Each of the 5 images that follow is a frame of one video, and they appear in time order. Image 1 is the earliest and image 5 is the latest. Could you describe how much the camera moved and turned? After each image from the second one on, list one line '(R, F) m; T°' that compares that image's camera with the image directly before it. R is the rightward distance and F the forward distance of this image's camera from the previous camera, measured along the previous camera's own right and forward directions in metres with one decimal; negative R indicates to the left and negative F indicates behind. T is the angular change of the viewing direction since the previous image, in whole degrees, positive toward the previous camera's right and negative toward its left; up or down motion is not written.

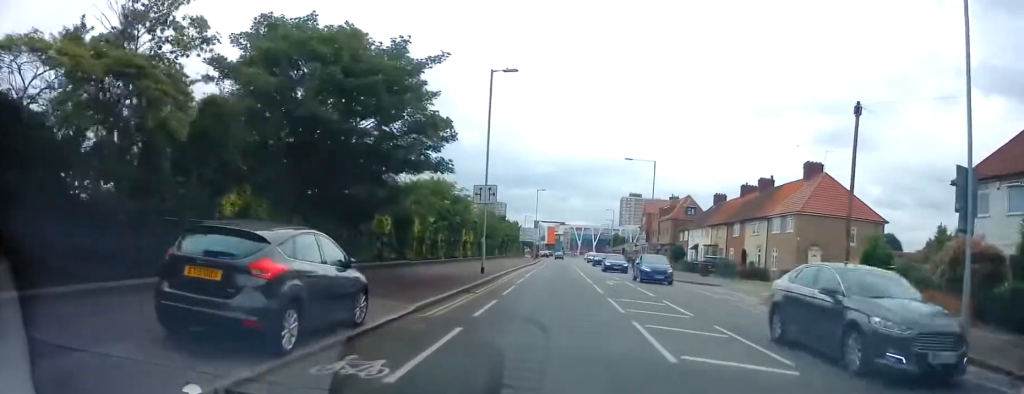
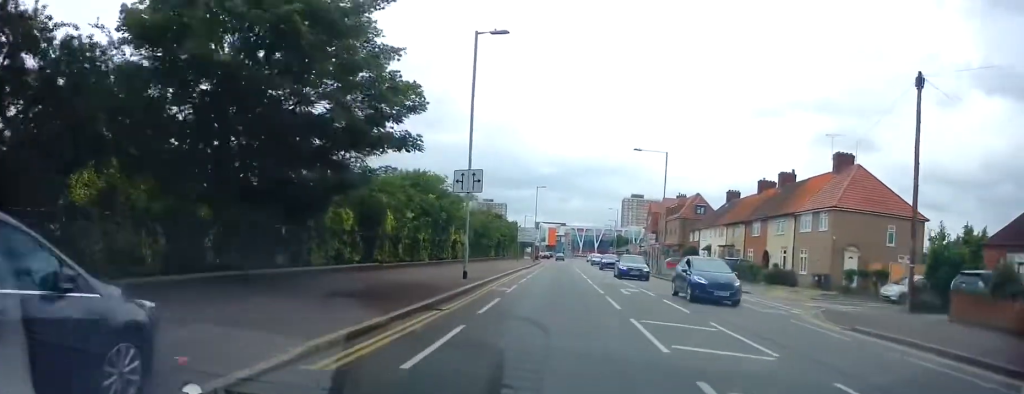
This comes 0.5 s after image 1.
(0.0, +5.5) m; 0°
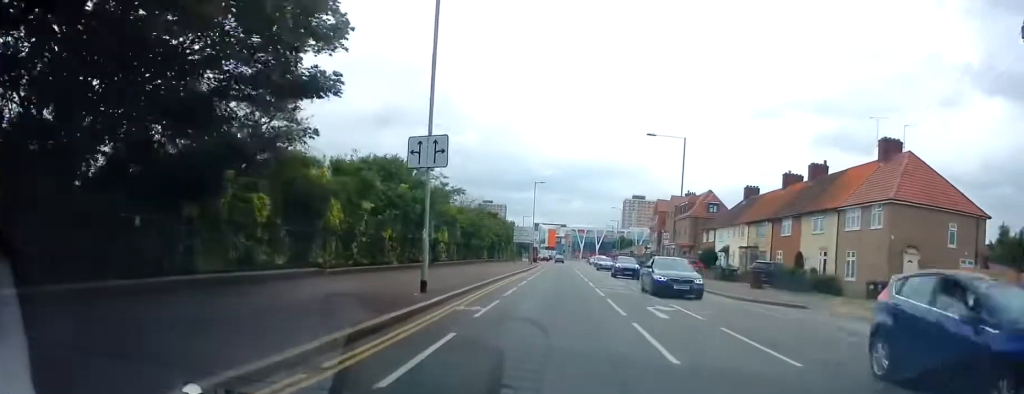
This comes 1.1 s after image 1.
(0.0, +7.0) m; 0°
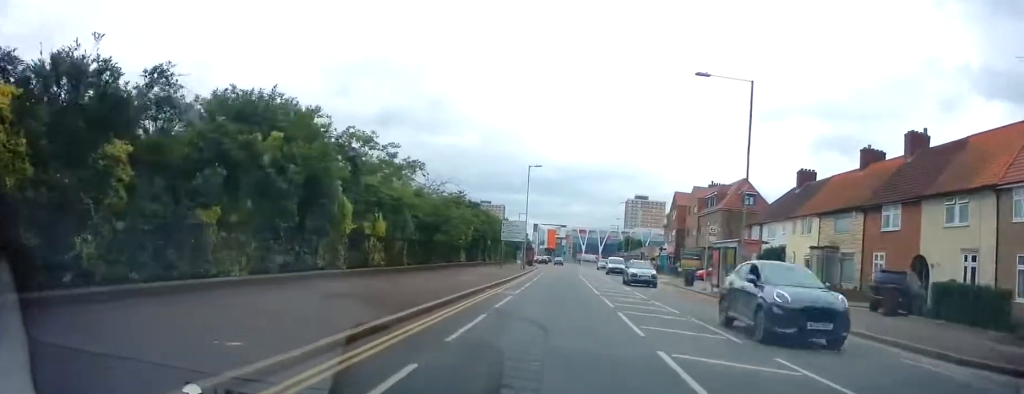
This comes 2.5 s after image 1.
(0.0, +14.8) m; -1°
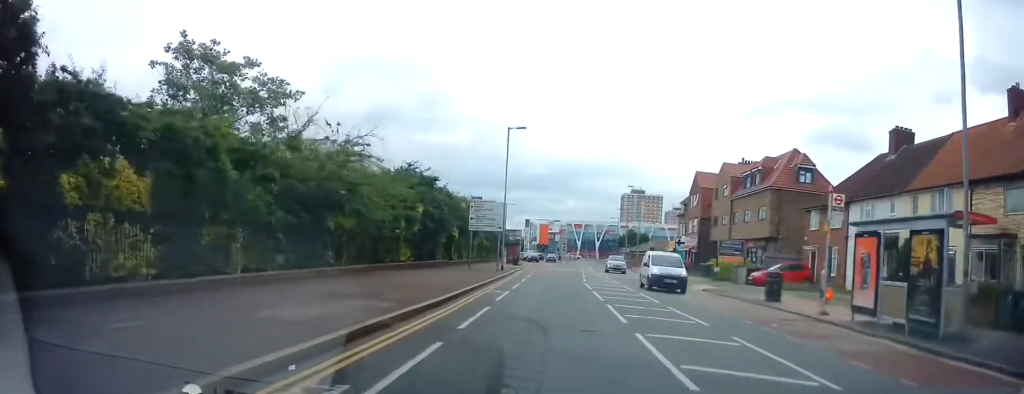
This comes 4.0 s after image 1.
(-0.7, +15.8) m; -2°
